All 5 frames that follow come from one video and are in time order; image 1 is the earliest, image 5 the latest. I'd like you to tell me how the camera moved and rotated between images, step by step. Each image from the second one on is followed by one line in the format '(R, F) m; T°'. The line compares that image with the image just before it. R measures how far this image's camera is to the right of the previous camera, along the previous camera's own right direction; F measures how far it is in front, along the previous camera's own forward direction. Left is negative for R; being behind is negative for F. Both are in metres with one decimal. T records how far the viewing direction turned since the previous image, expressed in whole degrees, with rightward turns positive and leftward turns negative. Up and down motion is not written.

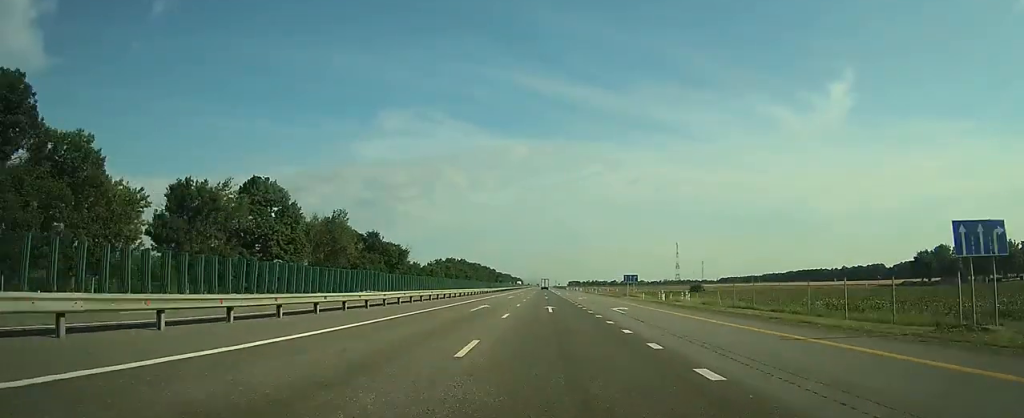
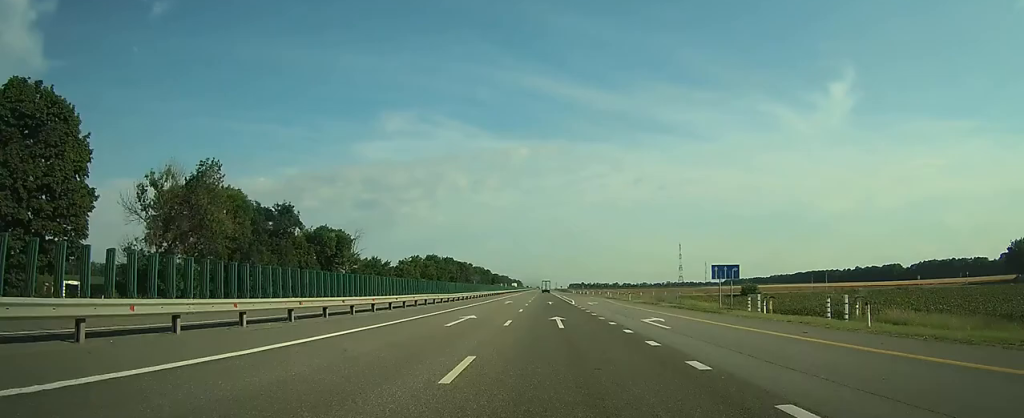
(-0.1, +38.7) m; 0°
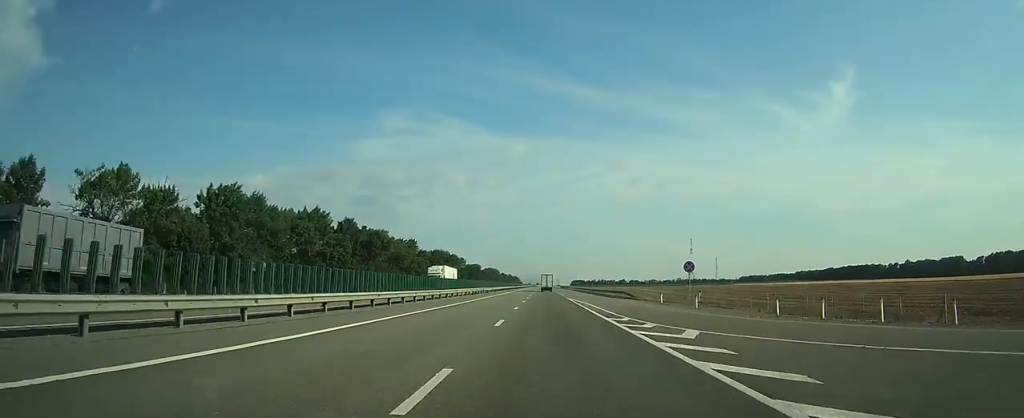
(+0.4, +122.3) m; 0°
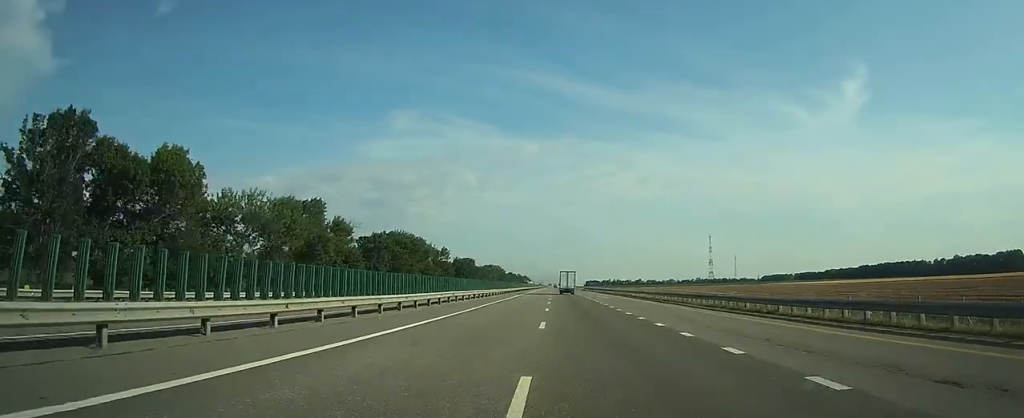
(-0.6, +72.4) m; -1°
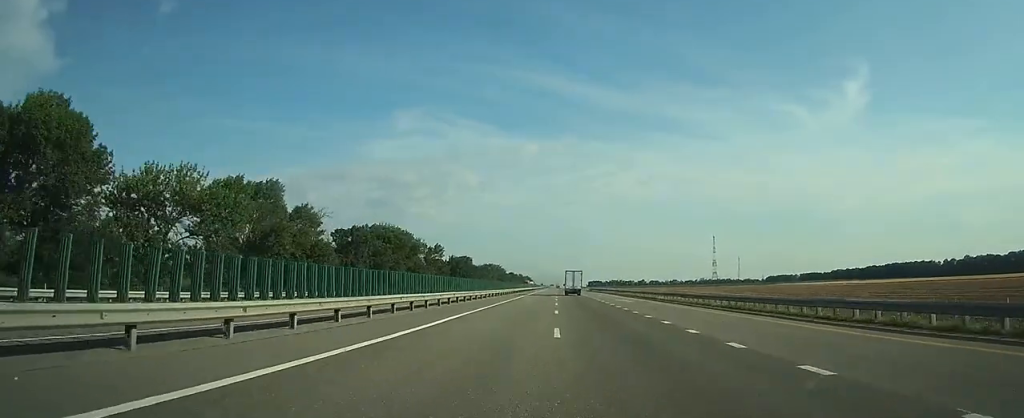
(-0.1, +14.7) m; 0°
